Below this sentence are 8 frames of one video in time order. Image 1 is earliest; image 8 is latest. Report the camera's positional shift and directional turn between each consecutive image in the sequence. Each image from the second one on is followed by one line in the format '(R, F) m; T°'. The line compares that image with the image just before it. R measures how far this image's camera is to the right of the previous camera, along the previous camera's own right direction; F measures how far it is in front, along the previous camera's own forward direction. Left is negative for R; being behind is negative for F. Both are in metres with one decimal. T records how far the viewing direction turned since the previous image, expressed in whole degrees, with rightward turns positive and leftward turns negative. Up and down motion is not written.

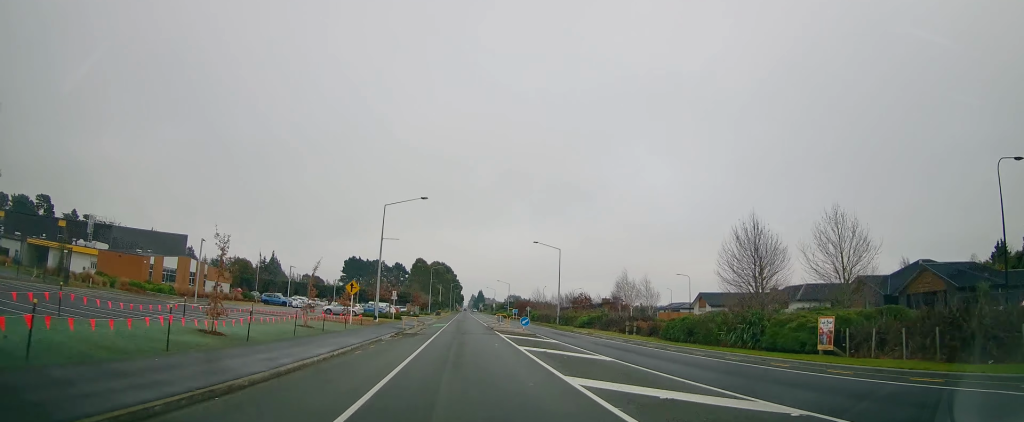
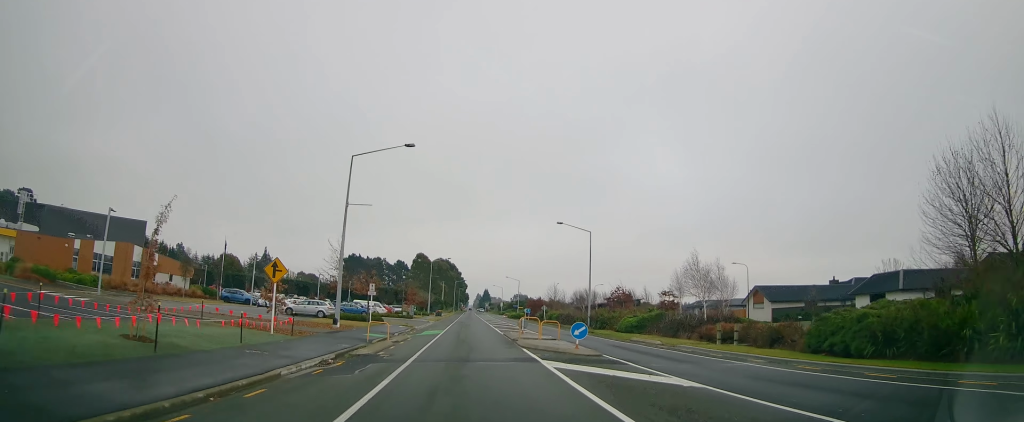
(+0.3, +16.5) m; 0°
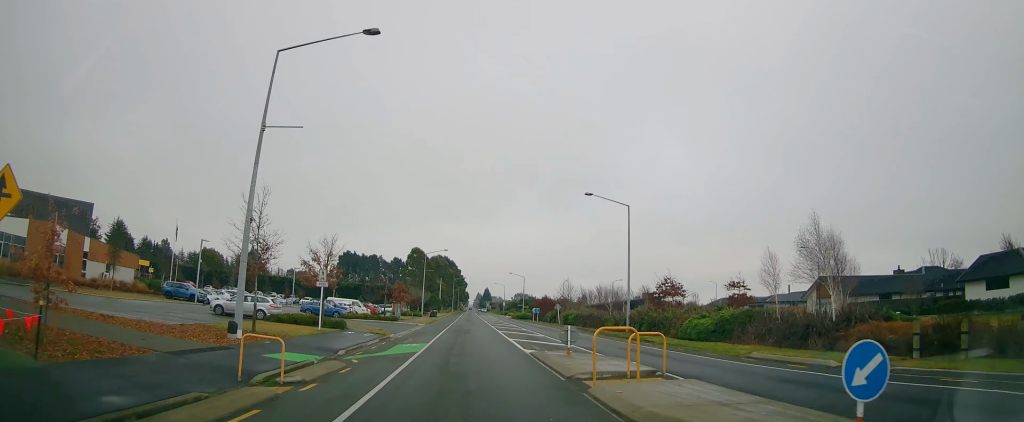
(-0.2, +14.7) m; 0°
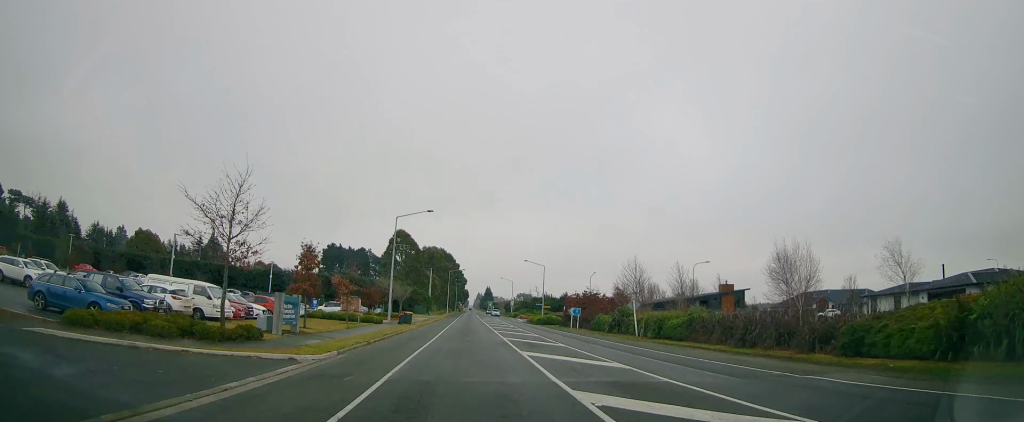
(0.0, +37.4) m; 0°
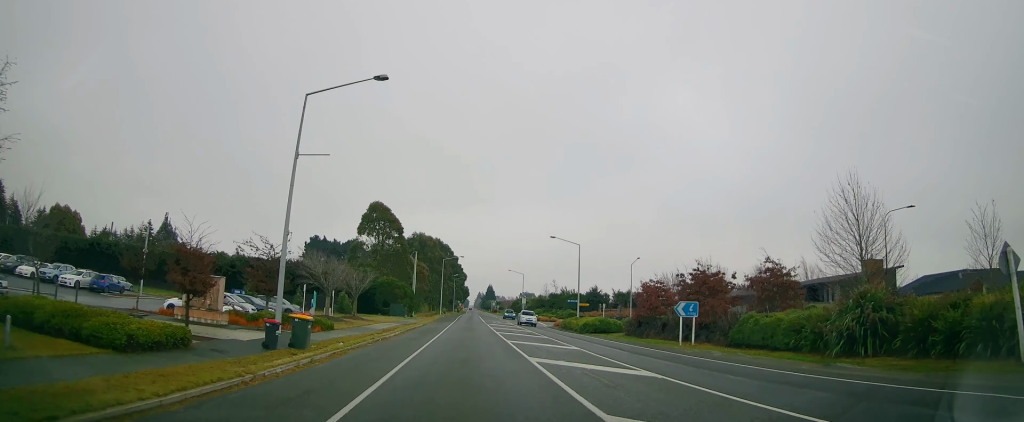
(+0.1, +32.4) m; -1°
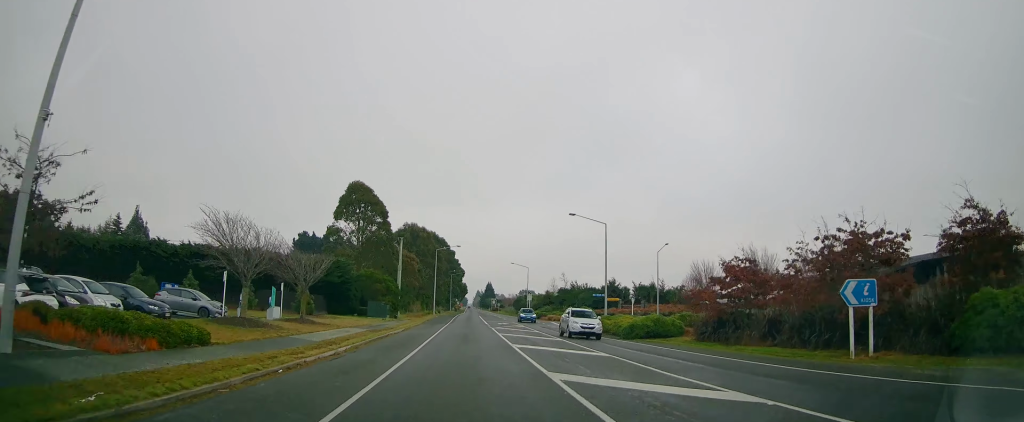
(-0.2, +14.7) m; -1°
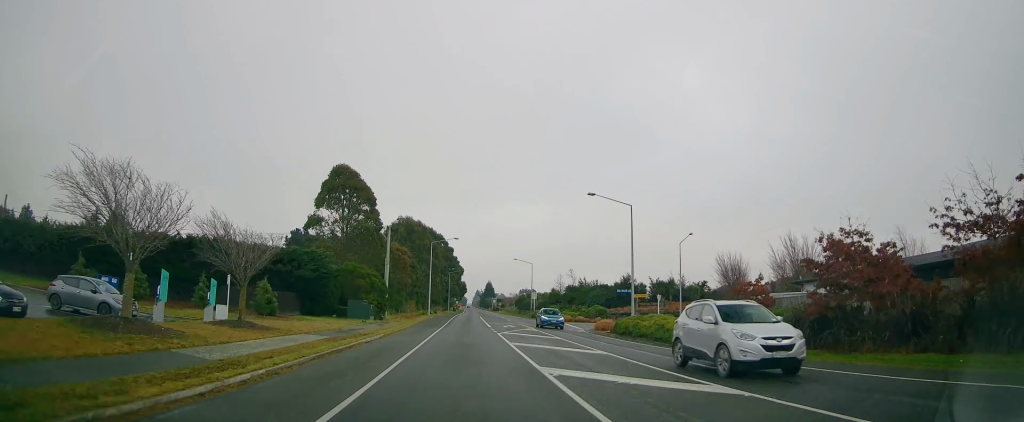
(0.0, +9.2) m; +1°
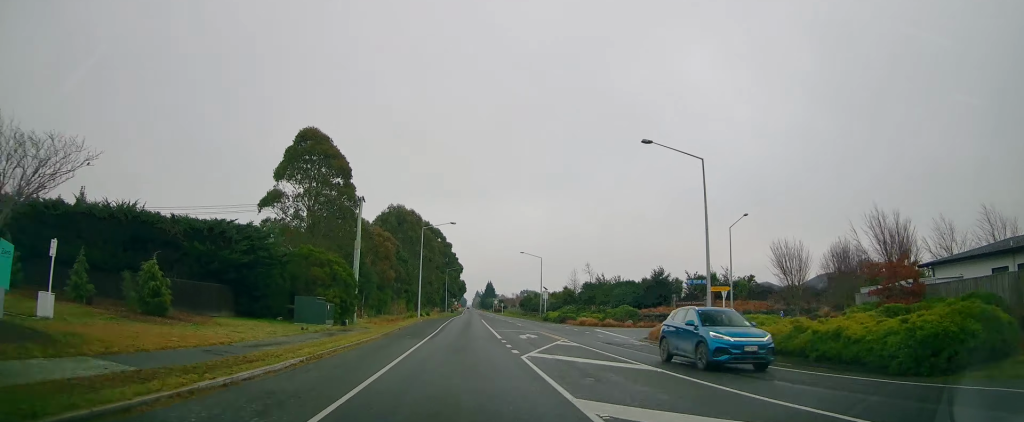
(+0.2, +14.7) m; +1°
